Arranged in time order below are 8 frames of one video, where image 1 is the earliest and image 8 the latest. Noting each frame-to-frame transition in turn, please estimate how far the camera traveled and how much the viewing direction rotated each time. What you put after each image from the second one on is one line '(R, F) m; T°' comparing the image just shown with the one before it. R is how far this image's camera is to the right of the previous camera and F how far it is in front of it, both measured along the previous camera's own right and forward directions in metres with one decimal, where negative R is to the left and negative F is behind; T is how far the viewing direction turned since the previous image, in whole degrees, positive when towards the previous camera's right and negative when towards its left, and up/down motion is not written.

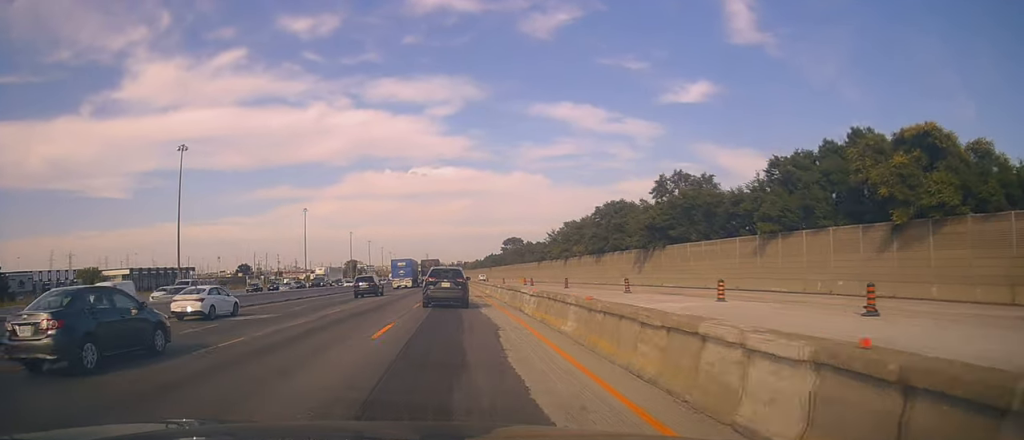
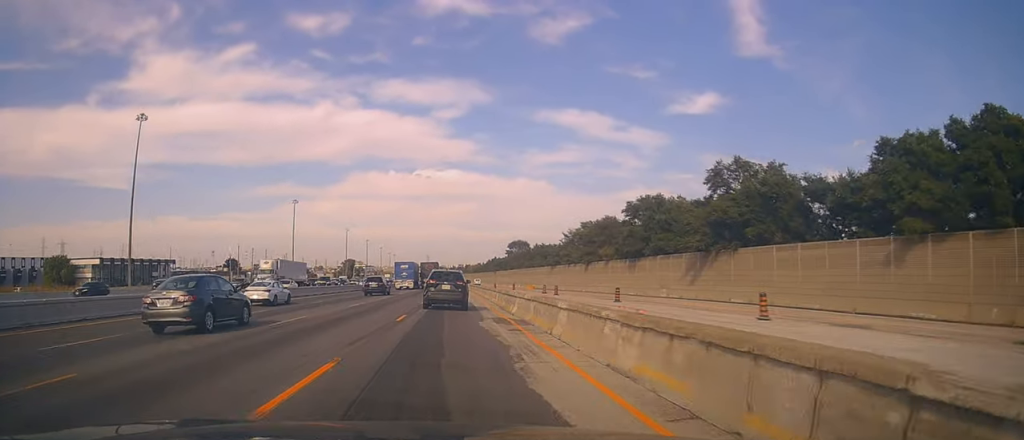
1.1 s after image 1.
(0.0, +18.9) m; 0°
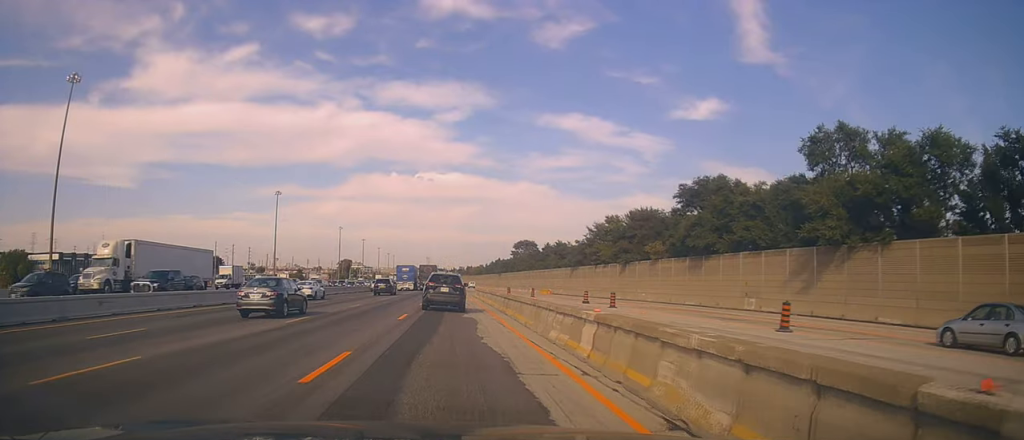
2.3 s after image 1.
(0.0, +21.9) m; 0°
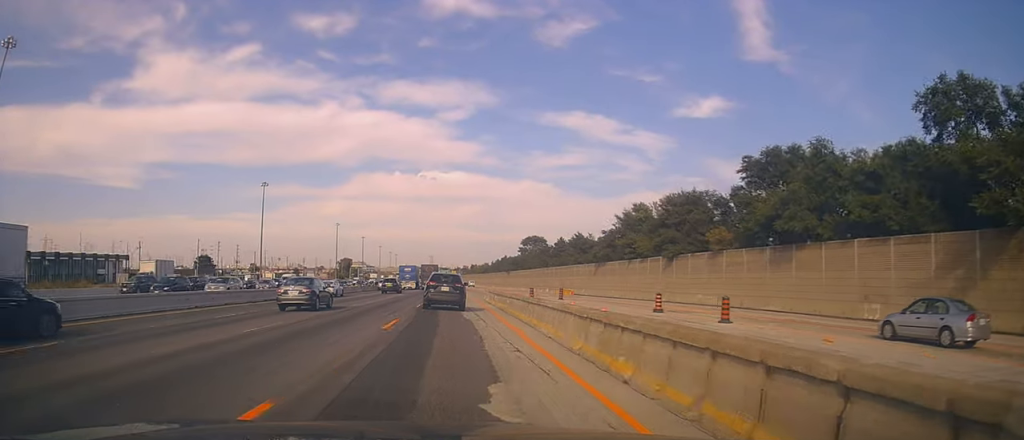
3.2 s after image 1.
(0.0, +16.0) m; -1°
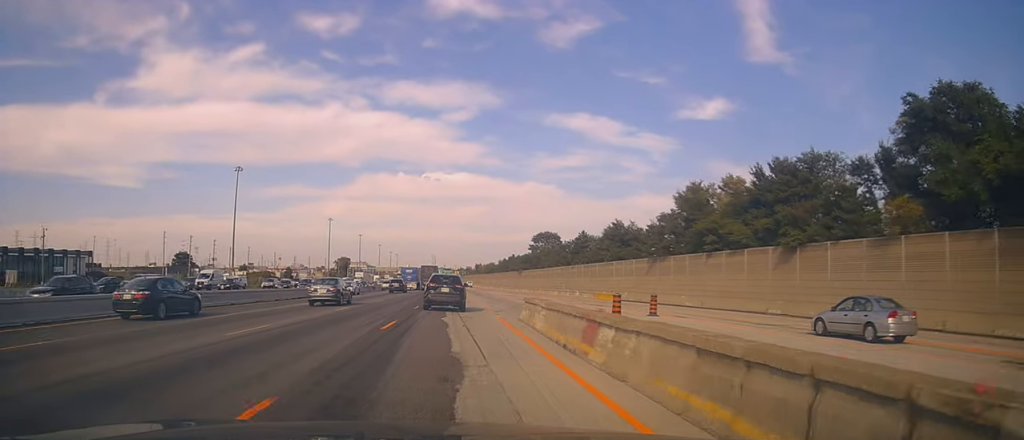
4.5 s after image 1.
(-0.3, +23.1) m; -1°
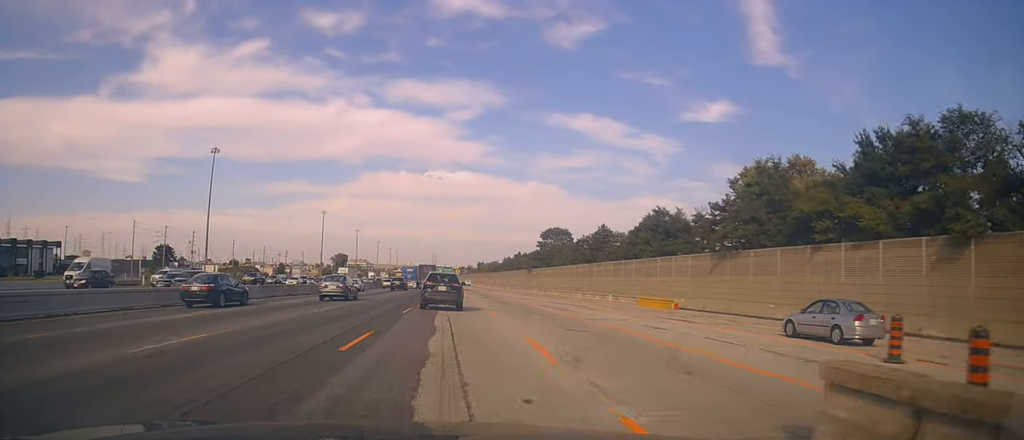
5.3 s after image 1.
(0.0, +16.4) m; 0°
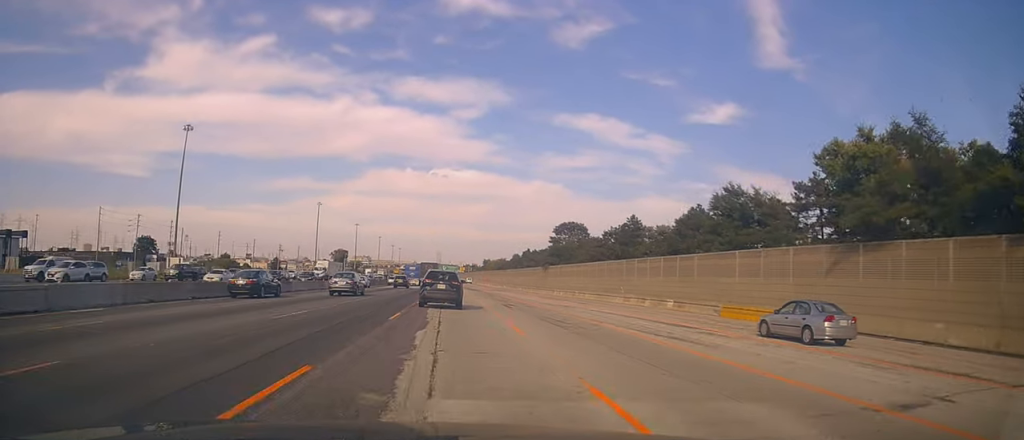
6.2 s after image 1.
(0.0, +16.7) m; +1°
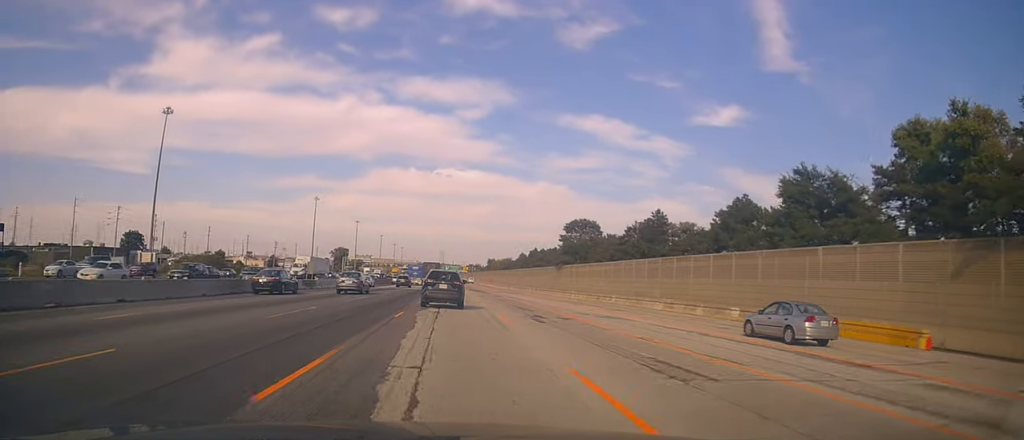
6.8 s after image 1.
(+0.2, +11.2) m; 0°
